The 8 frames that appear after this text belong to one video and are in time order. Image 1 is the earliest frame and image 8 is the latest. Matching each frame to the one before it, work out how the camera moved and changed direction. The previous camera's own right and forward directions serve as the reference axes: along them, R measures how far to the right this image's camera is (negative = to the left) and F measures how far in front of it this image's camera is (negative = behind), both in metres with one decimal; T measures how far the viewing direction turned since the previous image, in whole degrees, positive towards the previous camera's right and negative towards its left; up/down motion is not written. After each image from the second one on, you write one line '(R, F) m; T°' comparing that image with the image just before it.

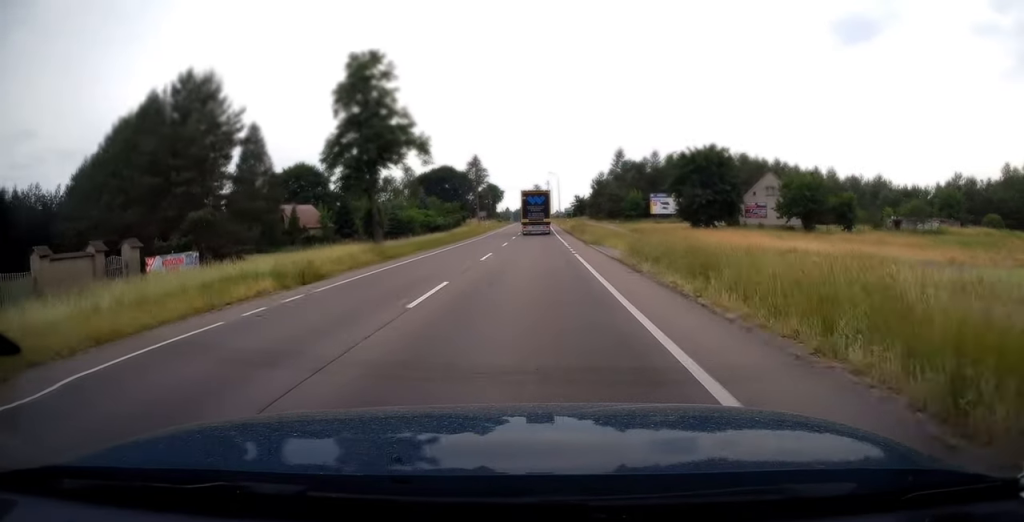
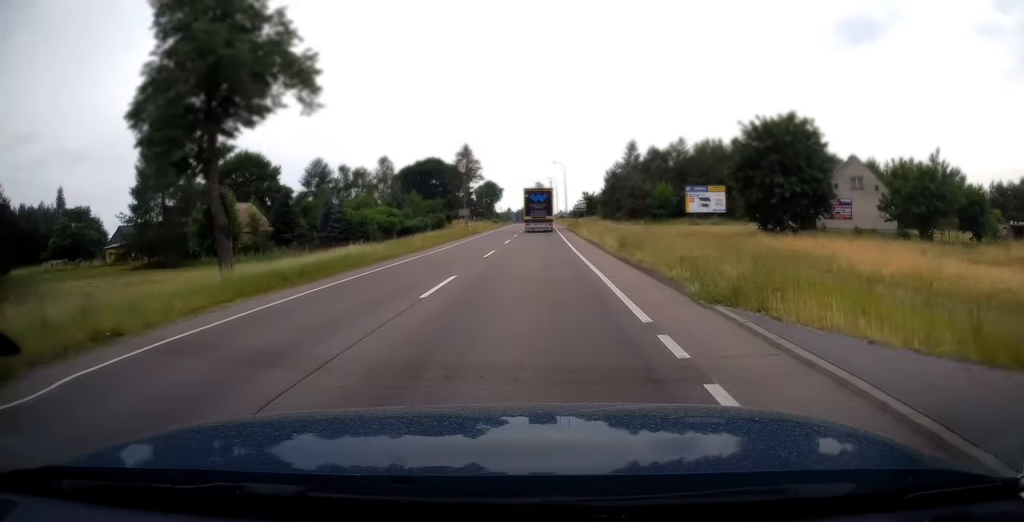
(+0.2, +23.4) m; 0°
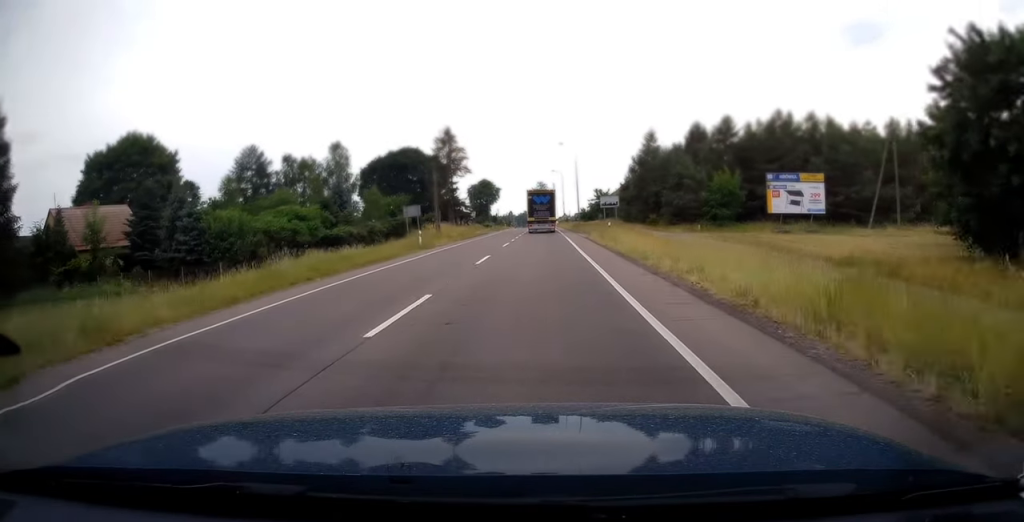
(-0.1, +27.8) m; 0°
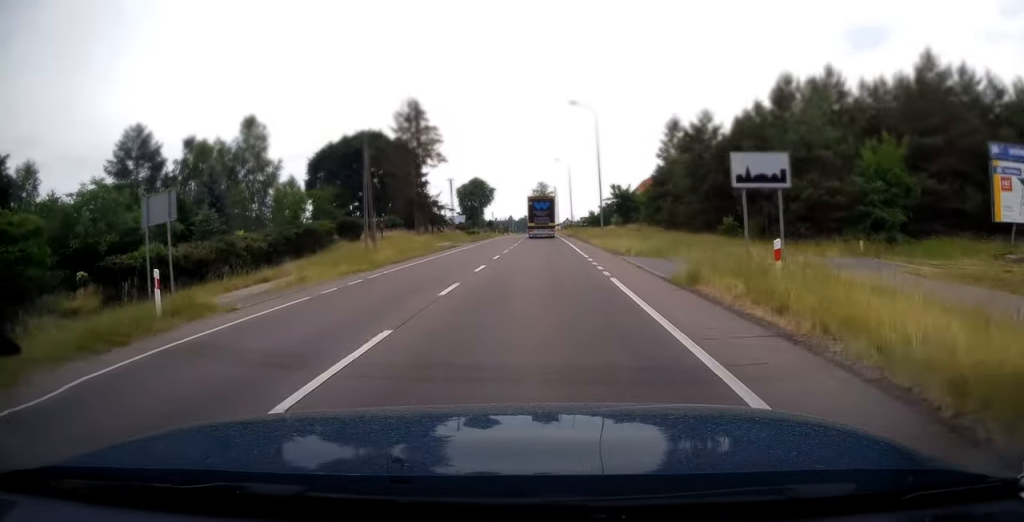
(-0.2, +27.7) m; 0°
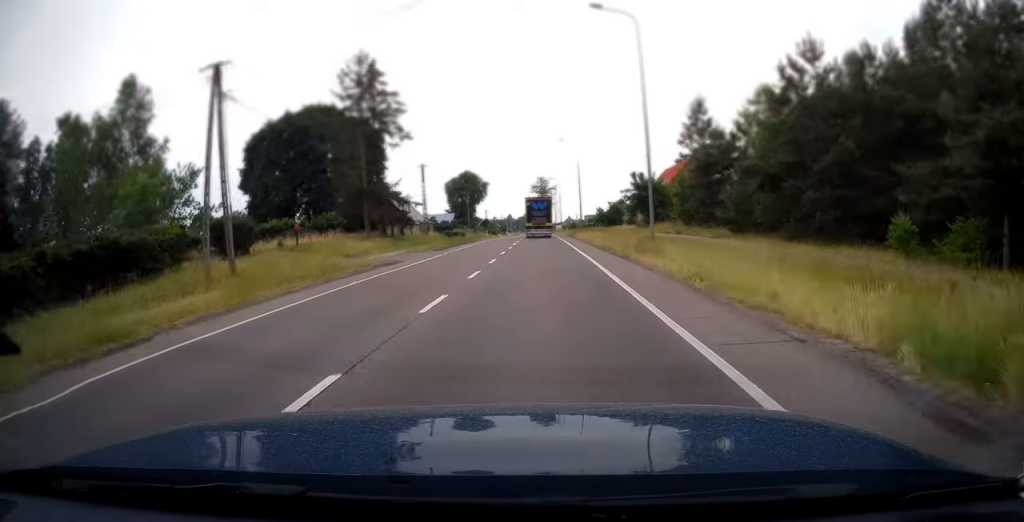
(0.0, +20.6) m; 0°
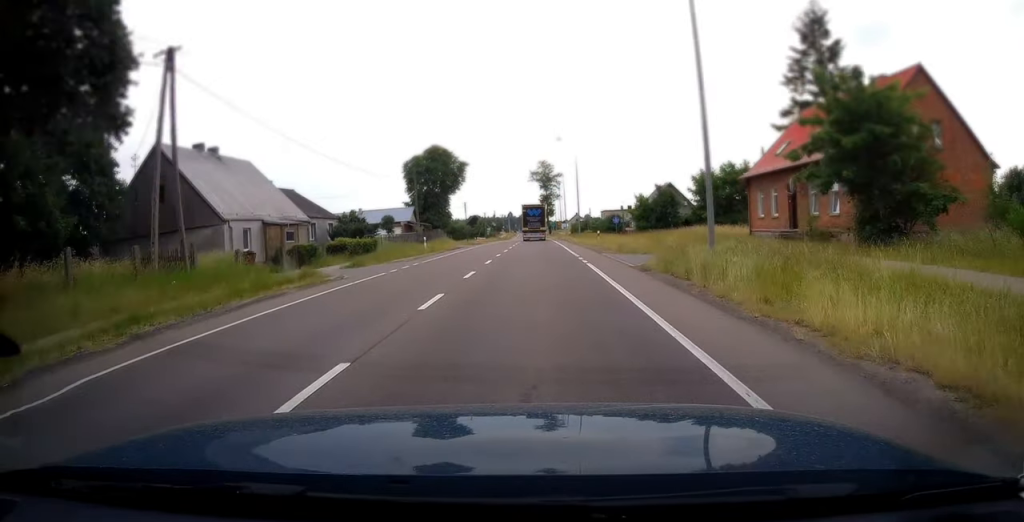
(+0.1, +49.3) m; 0°
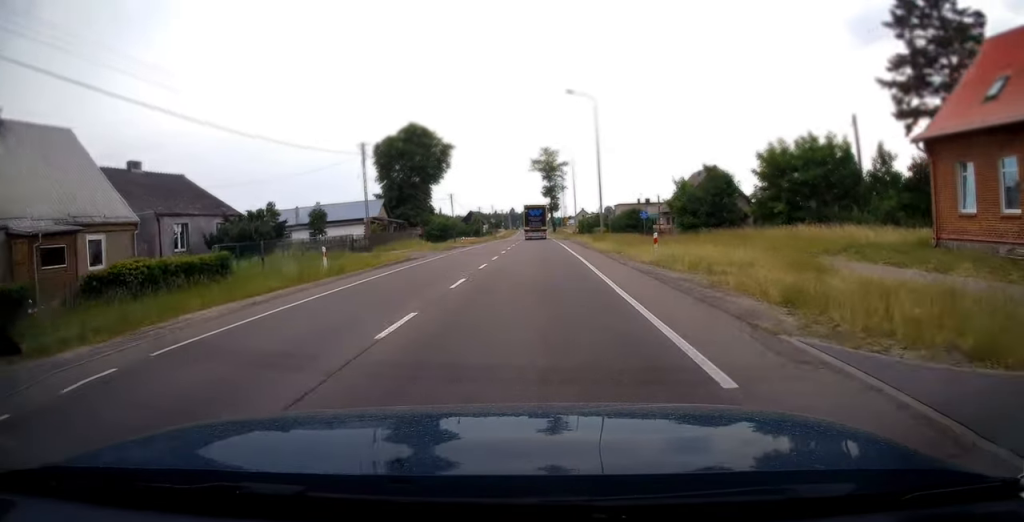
(-0.1, +20.8) m; -1°
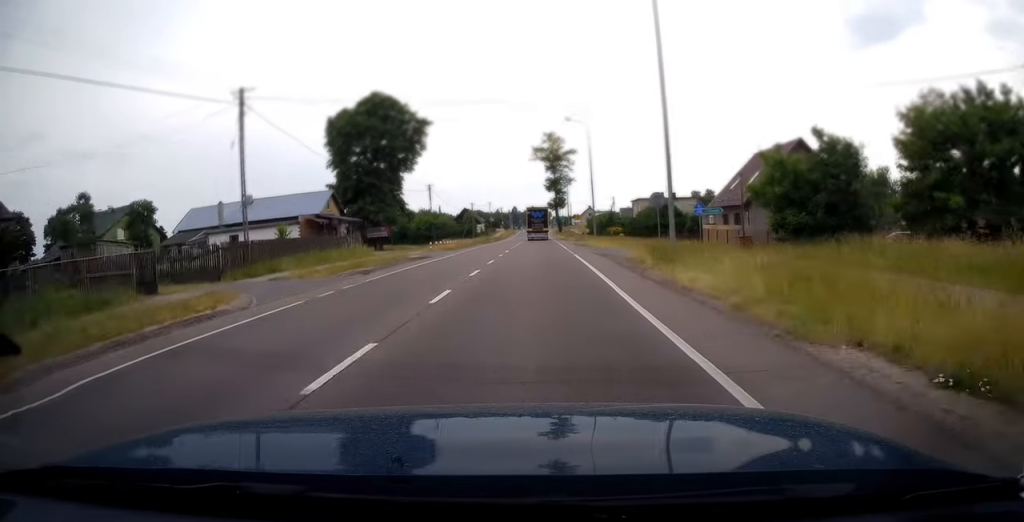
(-0.1, +20.7) m; 0°
